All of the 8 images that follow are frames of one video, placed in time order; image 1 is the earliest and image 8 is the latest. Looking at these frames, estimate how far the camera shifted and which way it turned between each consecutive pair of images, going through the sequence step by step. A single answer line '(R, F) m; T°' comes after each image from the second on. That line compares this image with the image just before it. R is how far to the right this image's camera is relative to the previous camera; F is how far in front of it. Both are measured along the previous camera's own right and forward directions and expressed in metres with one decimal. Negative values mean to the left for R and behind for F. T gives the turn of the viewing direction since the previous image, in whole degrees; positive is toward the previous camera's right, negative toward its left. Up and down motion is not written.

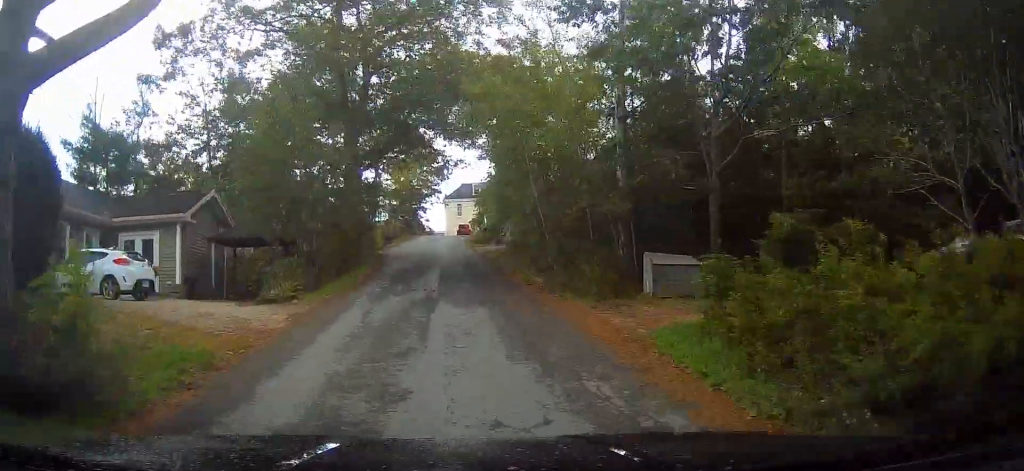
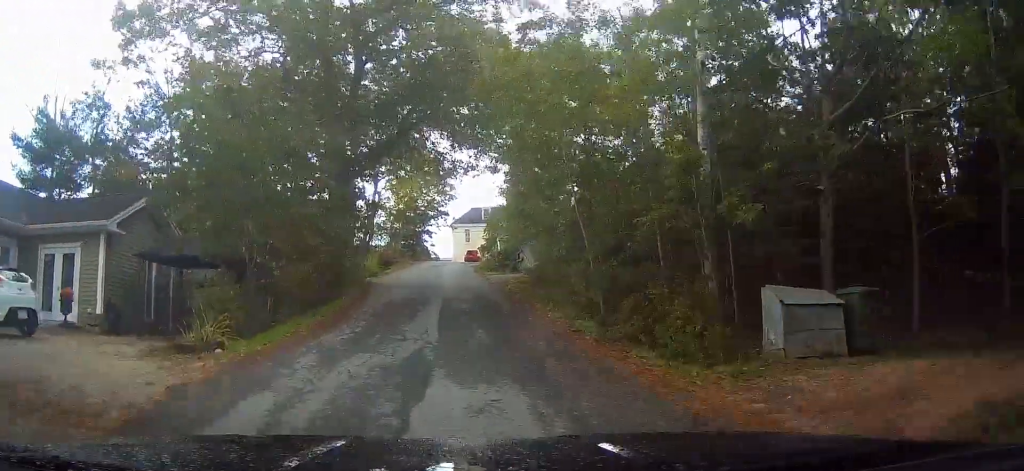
(0.0, +6.3) m; 0°
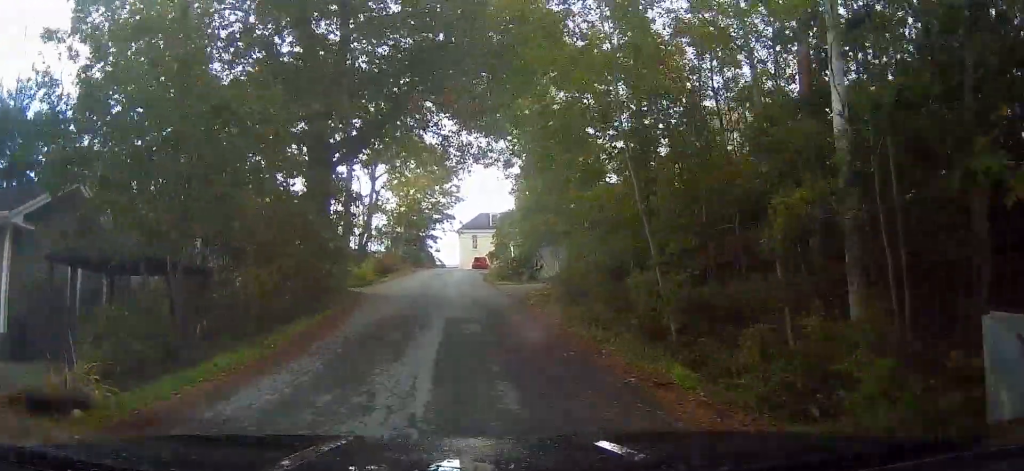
(-0.1, +5.2) m; 0°
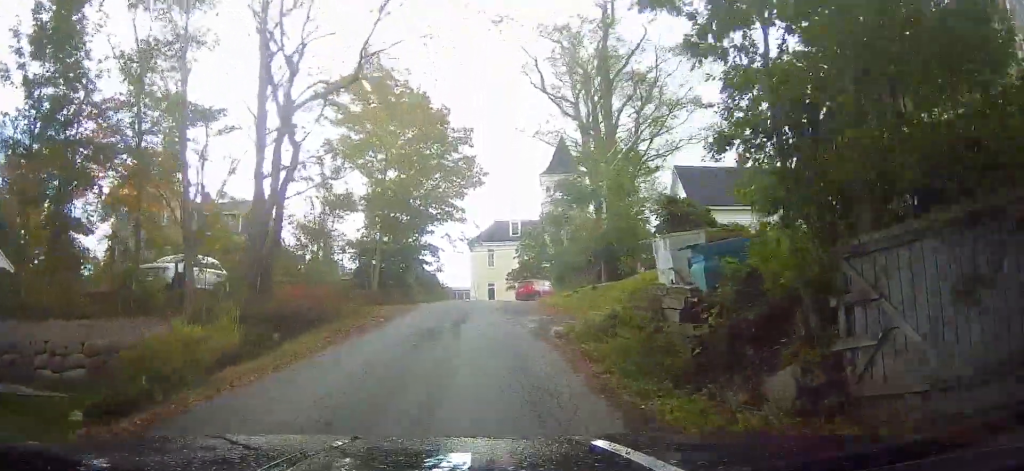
(+0.9, +23.1) m; 0°
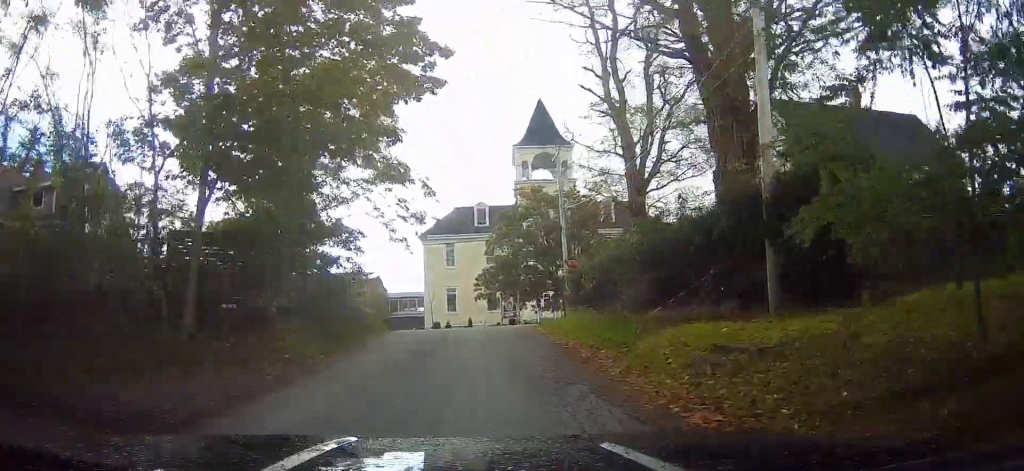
(-0.2, +19.2) m; +2°
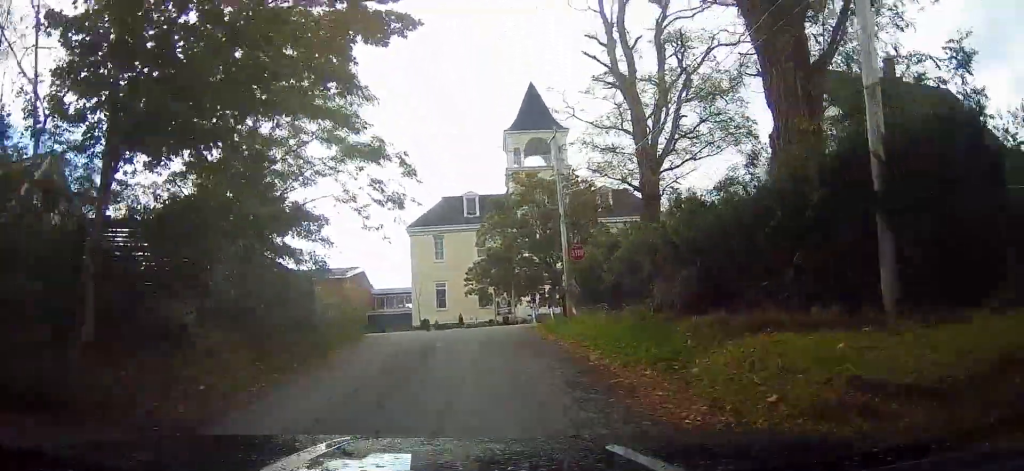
(0.0, +3.8) m; +1°
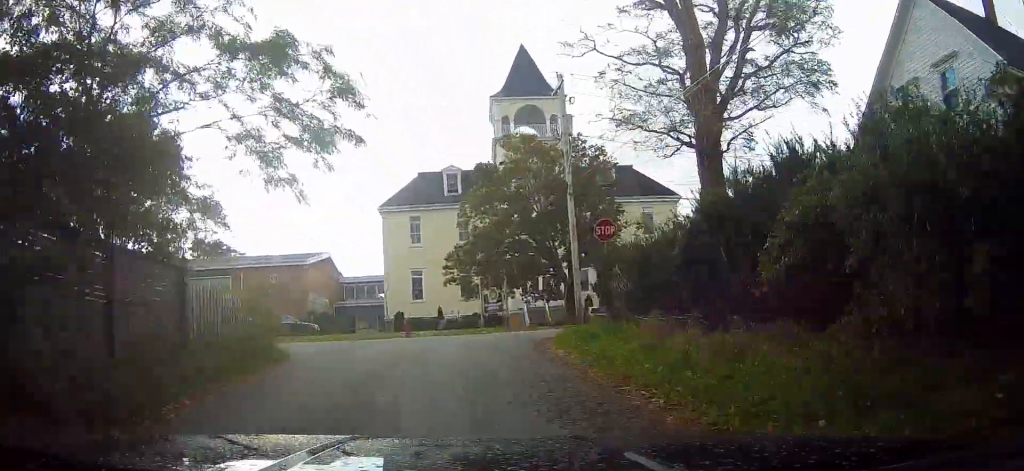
(+0.1, +8.2) m; +3°
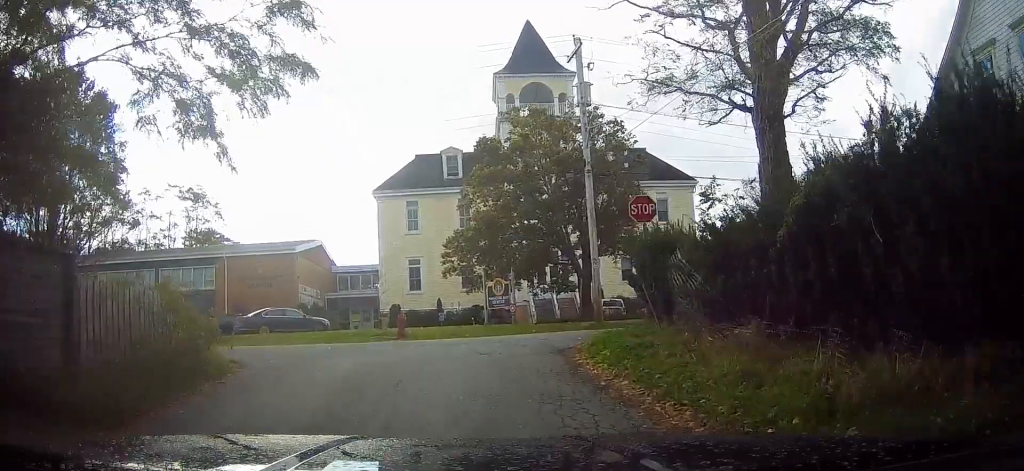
(+0.1, +3.7) m; +2°
